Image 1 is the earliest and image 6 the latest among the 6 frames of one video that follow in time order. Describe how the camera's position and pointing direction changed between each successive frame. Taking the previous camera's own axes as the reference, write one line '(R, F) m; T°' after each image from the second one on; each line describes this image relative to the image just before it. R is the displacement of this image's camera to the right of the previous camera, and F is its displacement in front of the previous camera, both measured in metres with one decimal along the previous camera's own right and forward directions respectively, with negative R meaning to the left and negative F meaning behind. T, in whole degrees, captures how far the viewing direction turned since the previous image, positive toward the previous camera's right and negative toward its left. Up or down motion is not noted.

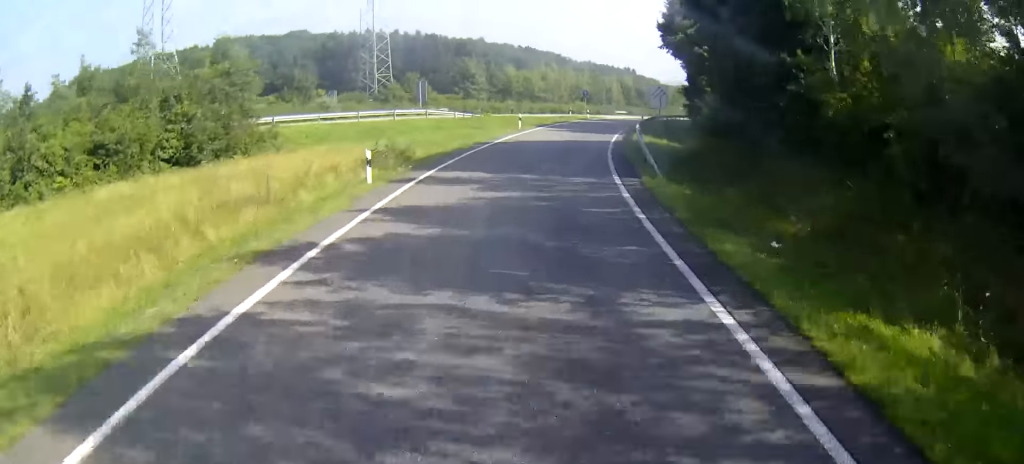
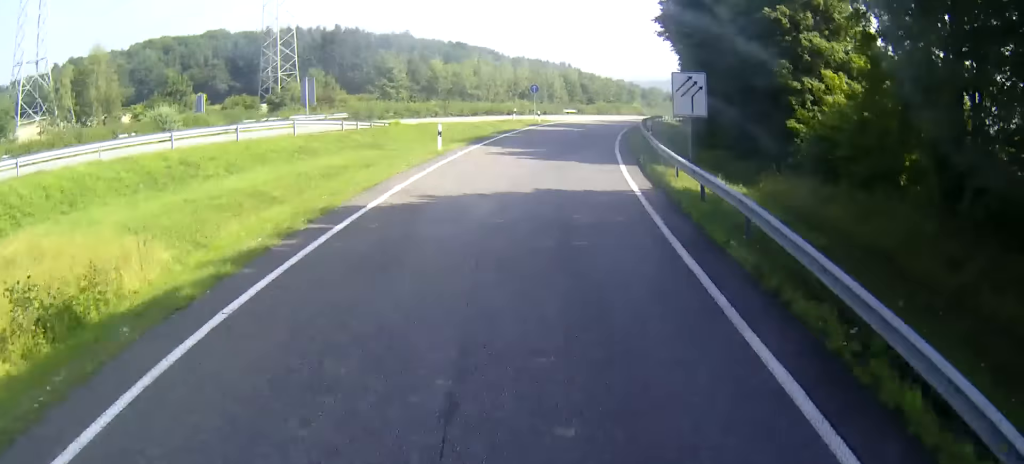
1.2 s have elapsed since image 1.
(+0.8, +21.1) m; +5°
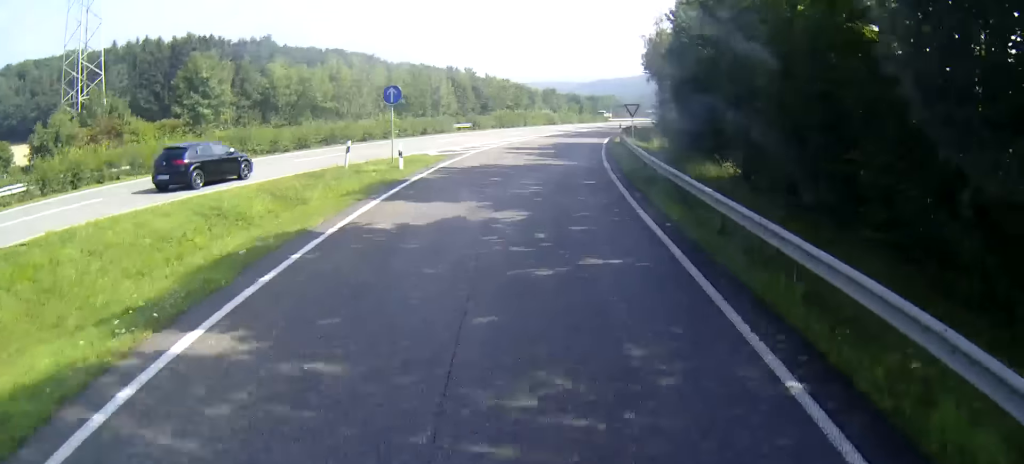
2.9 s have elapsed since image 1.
(+2.3, +31.2) m; +9°
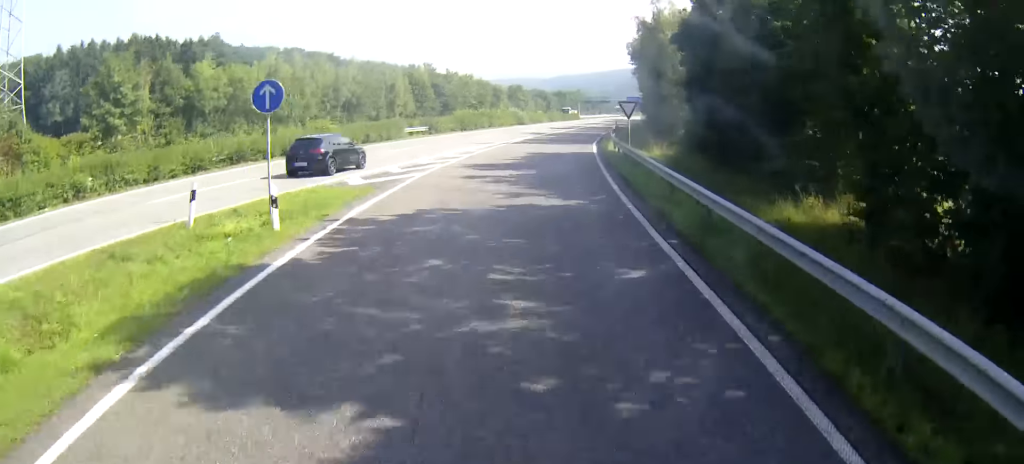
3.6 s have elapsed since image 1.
(+0.3, +11.3) m; +3°
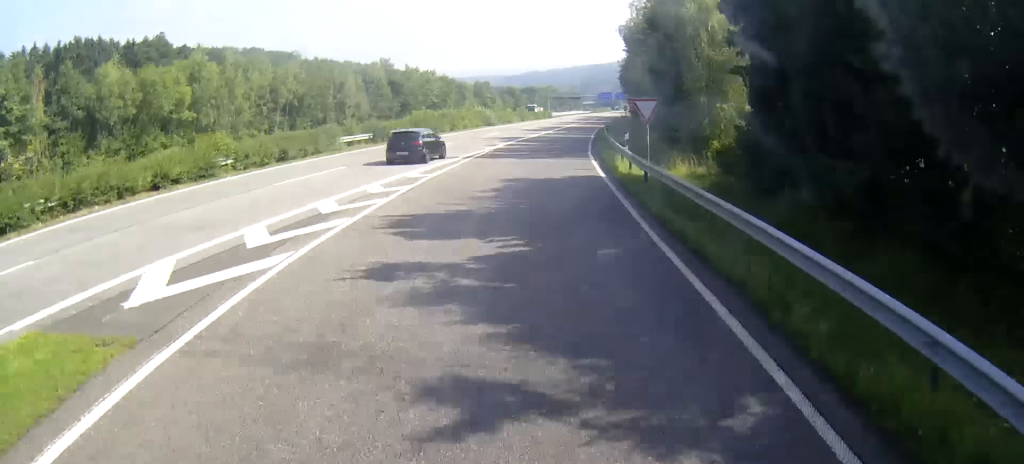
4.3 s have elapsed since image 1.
(+0.4, +12.8) m; +3°
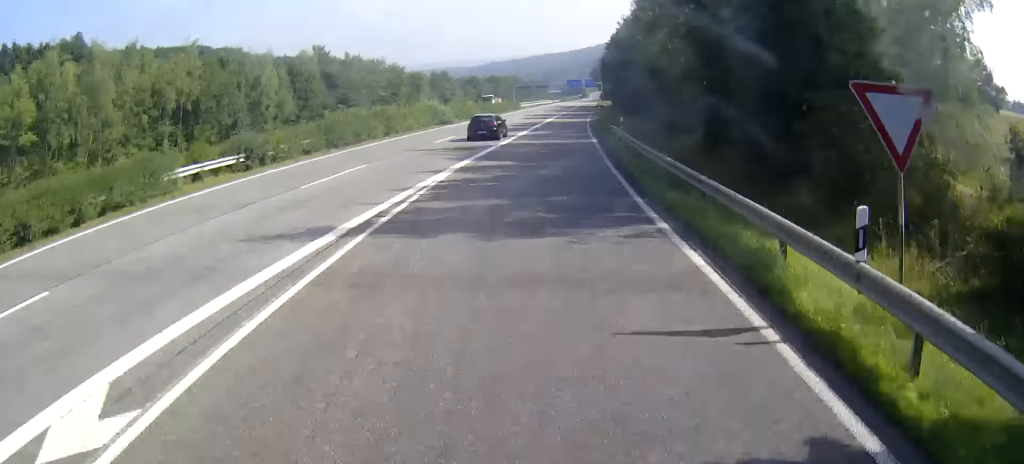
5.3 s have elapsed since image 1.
(+0.6, +18.8) m; +4°
